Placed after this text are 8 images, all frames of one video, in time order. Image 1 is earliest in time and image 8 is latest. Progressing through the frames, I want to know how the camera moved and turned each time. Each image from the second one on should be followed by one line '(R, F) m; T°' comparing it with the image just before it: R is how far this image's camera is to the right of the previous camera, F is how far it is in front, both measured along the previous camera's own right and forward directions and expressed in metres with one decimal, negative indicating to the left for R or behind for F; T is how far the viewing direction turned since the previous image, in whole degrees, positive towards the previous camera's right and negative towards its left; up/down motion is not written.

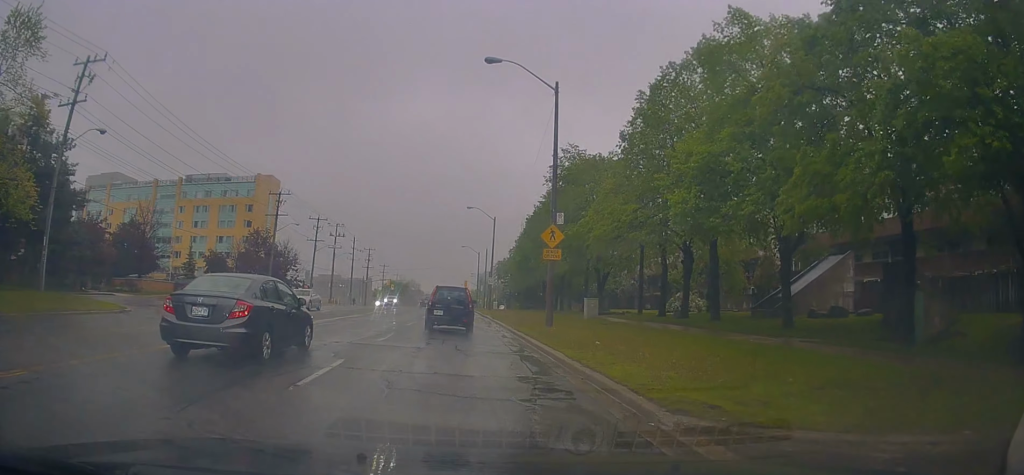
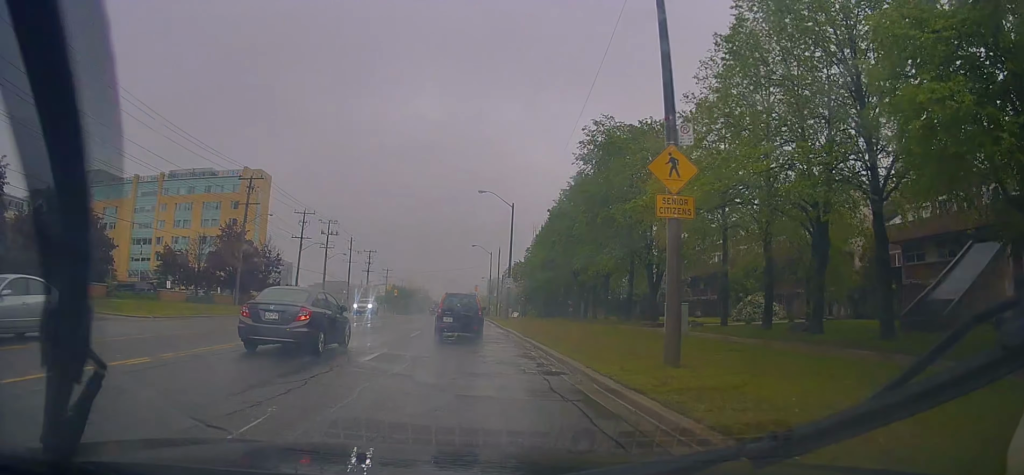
(0.0, +12.8) m; -1°
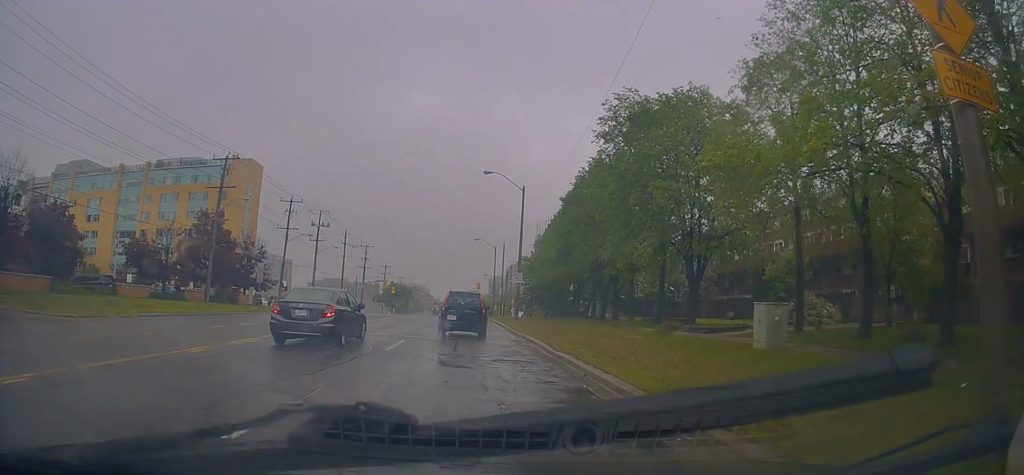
(-0.1, +6.7) m; -1°
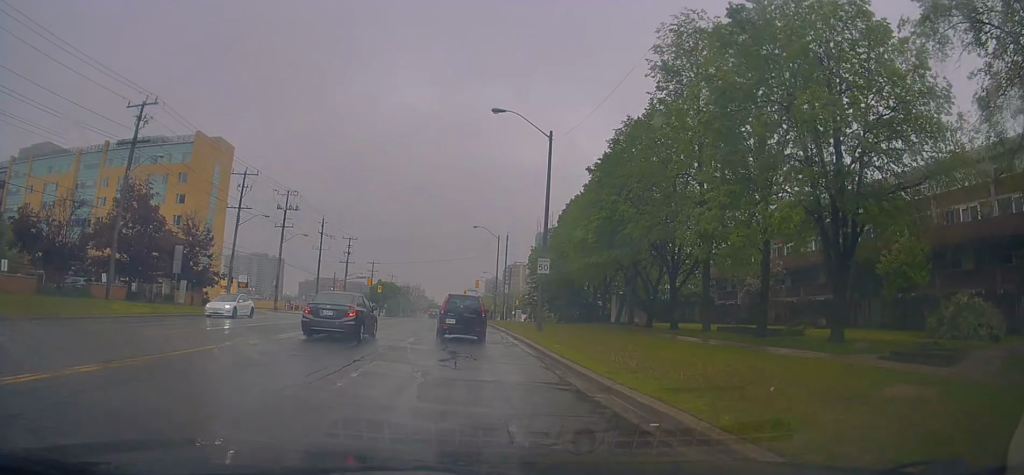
(-0.2, +15.1) m; -2°
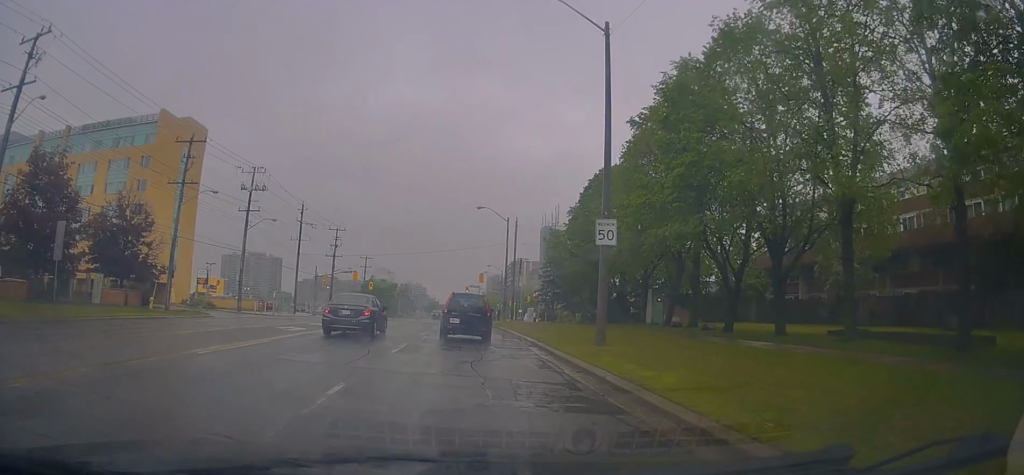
(-0.1, +12.4) m; +1°
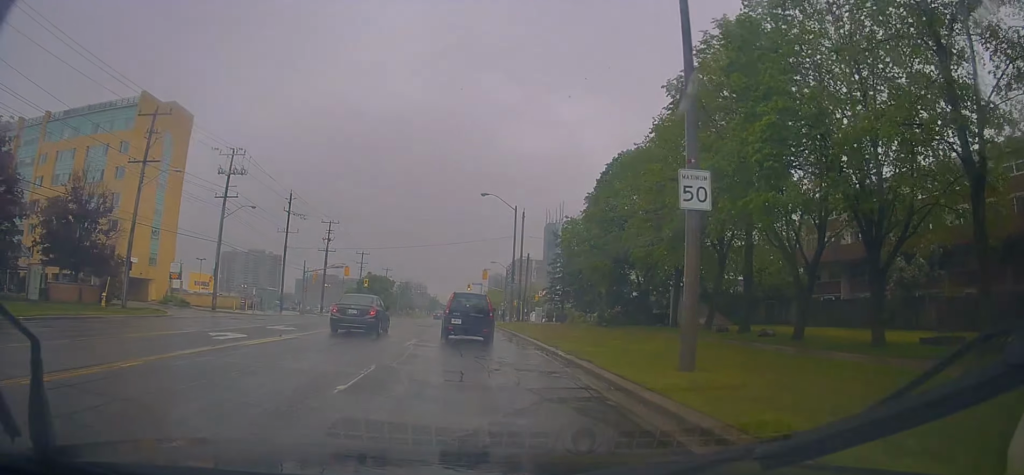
(+0.2, +6.5) m; +1°
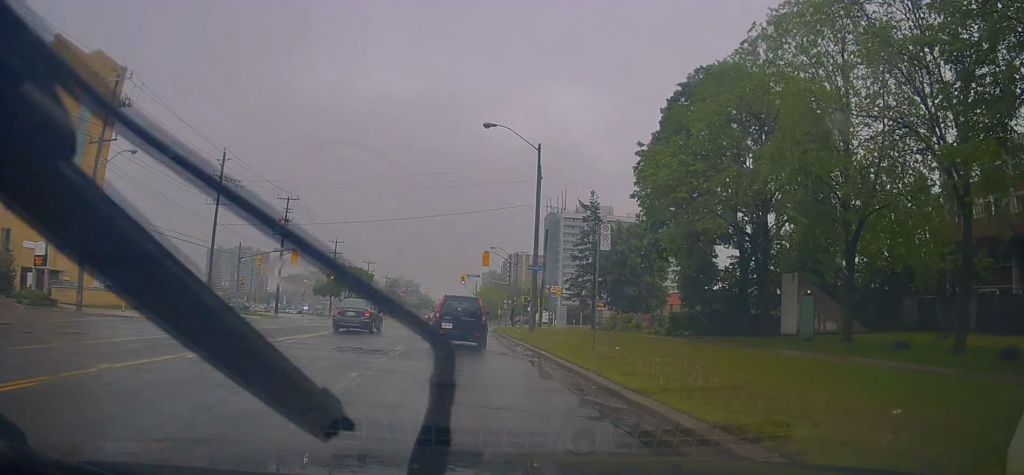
(+0.5, +19.5) m; +2°
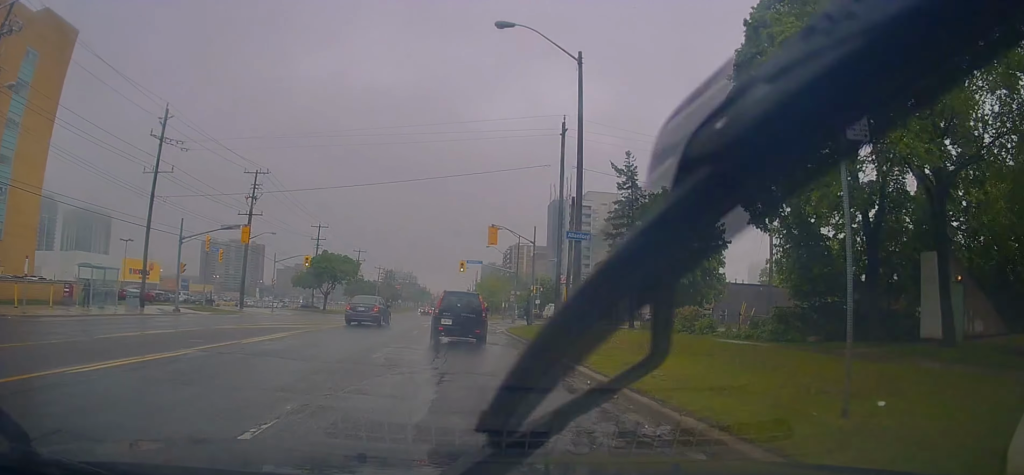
(-0.3, +11.4) m; -3°
